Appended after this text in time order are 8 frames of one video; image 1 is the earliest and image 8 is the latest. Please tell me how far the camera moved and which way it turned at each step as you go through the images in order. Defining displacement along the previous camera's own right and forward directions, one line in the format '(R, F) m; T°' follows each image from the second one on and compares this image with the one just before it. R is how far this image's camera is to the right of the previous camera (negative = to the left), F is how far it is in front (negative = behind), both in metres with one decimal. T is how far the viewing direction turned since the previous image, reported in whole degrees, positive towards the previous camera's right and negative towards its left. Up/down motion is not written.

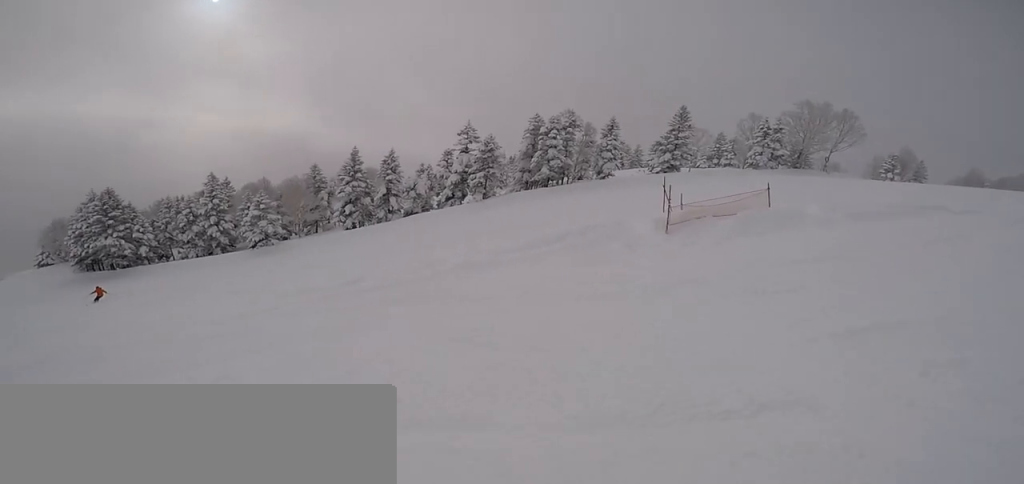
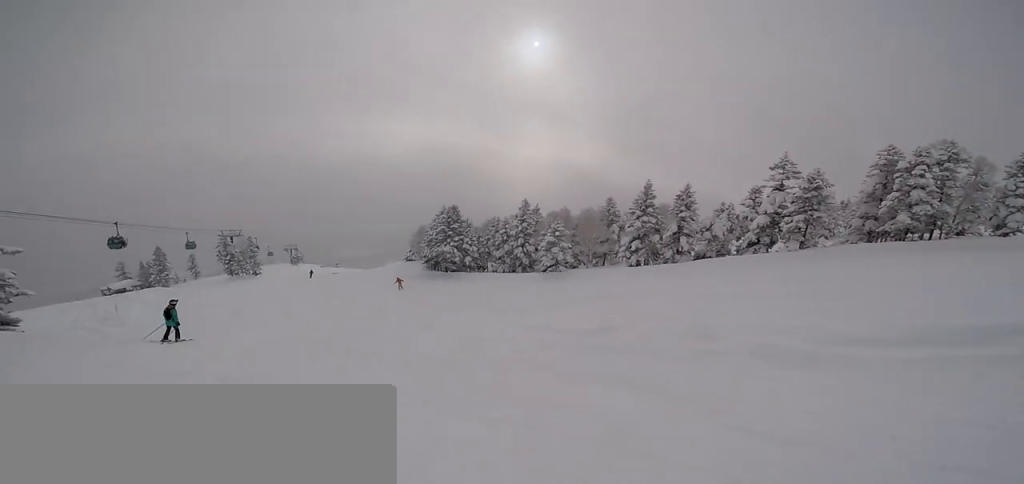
(-0.6, +3.6) m; -18°
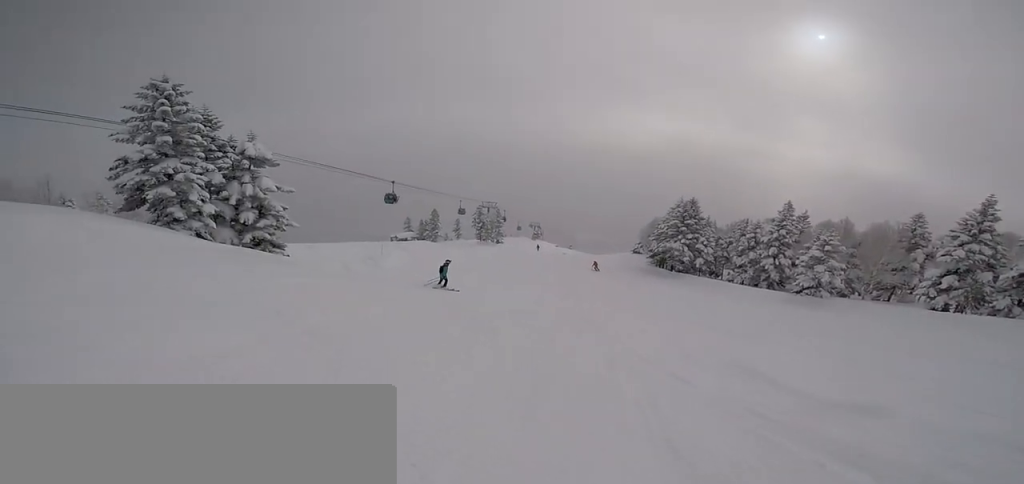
(-0.4, +3.6) m; -22°
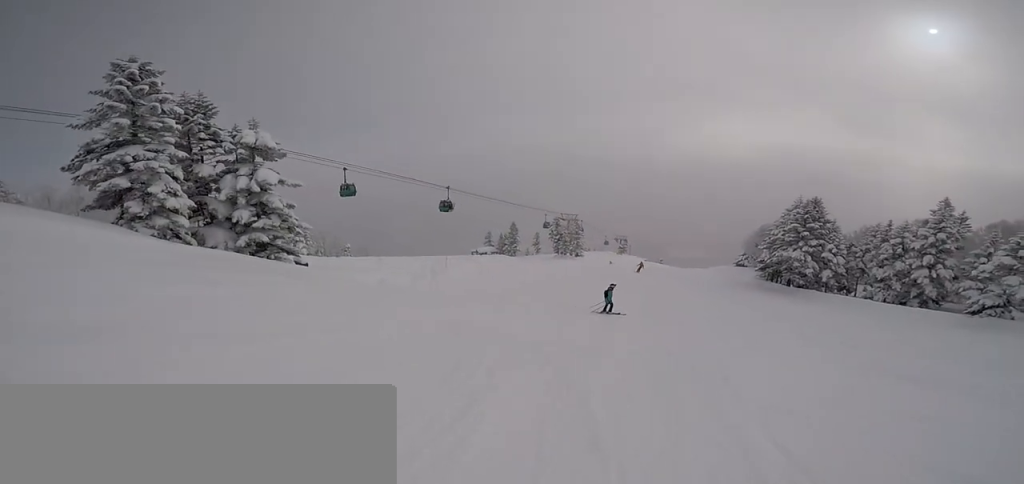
(-1.8, +5.5) m; -15°
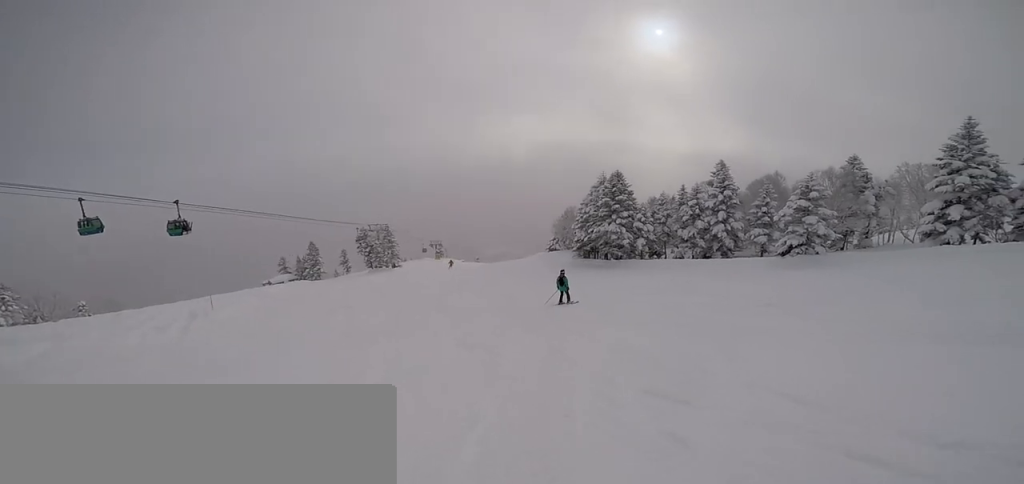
(+0.5, +6.3) m; +16°
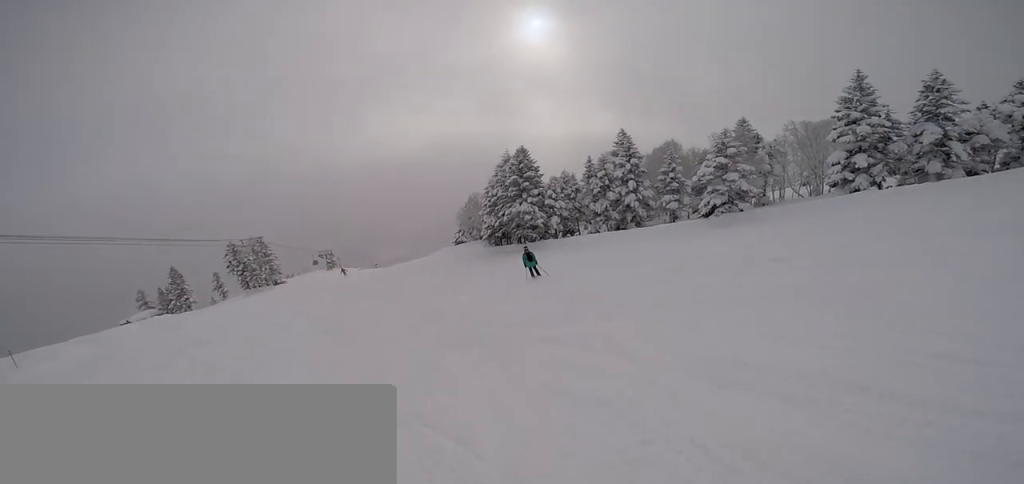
(+0.7, +4.3) m; +13°
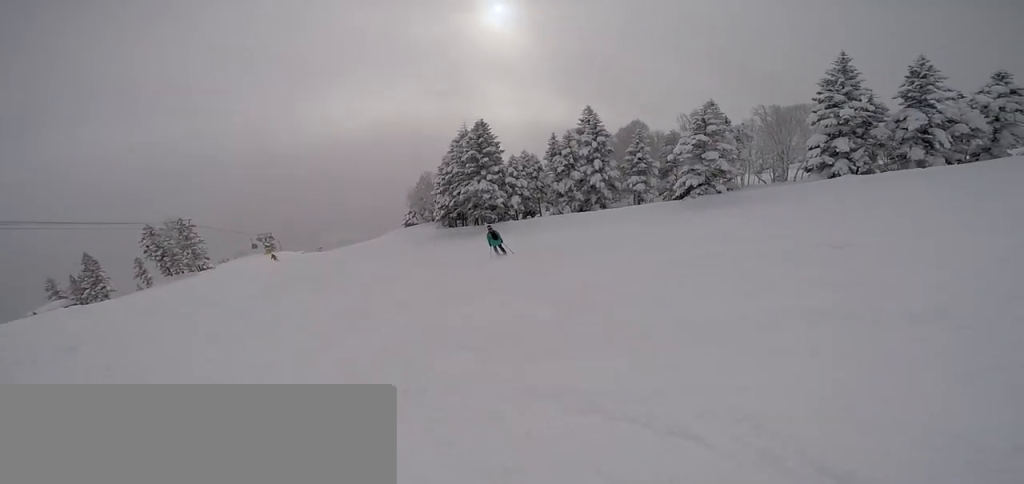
(+0.3, +3.1) m; +8°
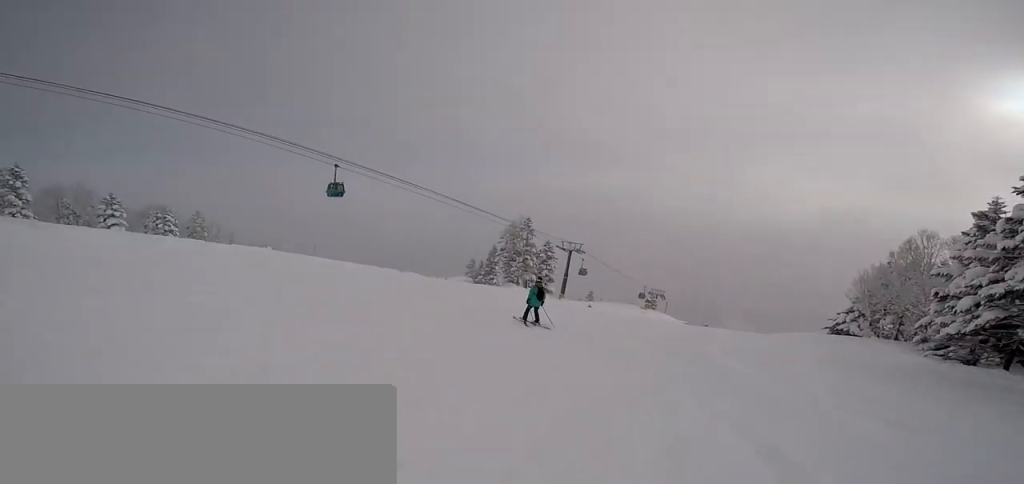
(-7.5, +21.8) m; -55°
